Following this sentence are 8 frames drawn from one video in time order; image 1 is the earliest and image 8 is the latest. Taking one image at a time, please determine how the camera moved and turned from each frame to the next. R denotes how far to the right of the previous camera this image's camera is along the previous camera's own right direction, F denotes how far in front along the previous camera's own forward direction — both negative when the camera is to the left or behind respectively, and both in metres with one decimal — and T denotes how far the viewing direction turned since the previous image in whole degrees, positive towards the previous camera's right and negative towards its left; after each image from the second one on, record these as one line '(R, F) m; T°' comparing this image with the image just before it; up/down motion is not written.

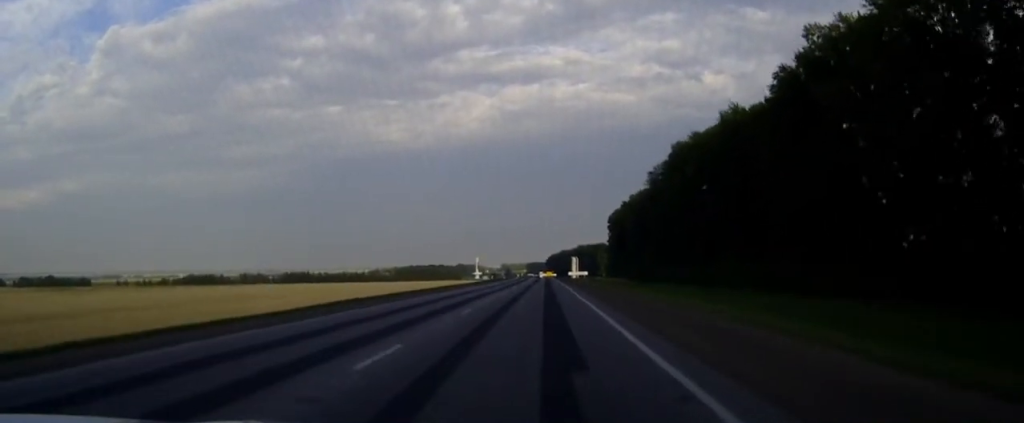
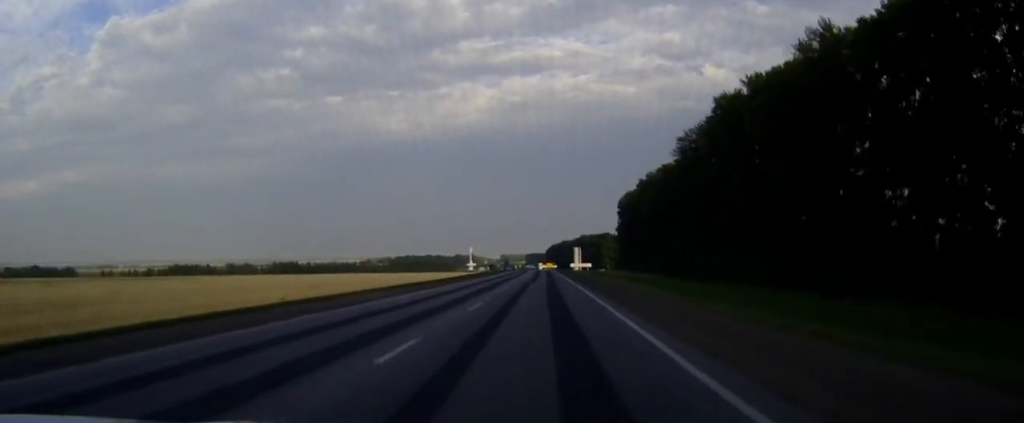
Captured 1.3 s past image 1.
(-0.1, +36.0) m; -1°
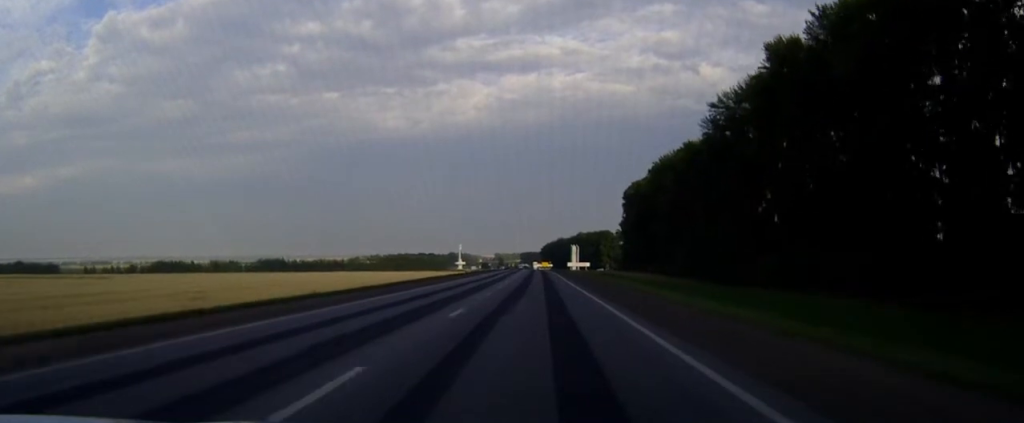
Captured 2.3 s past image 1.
(-0.4, +30.5) m; -1°
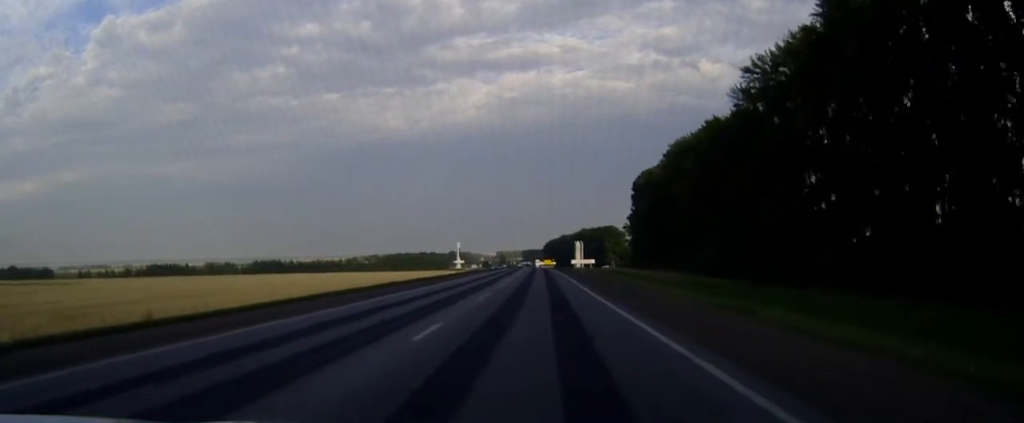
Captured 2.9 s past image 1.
(-0.1, +20.4) m; 0°
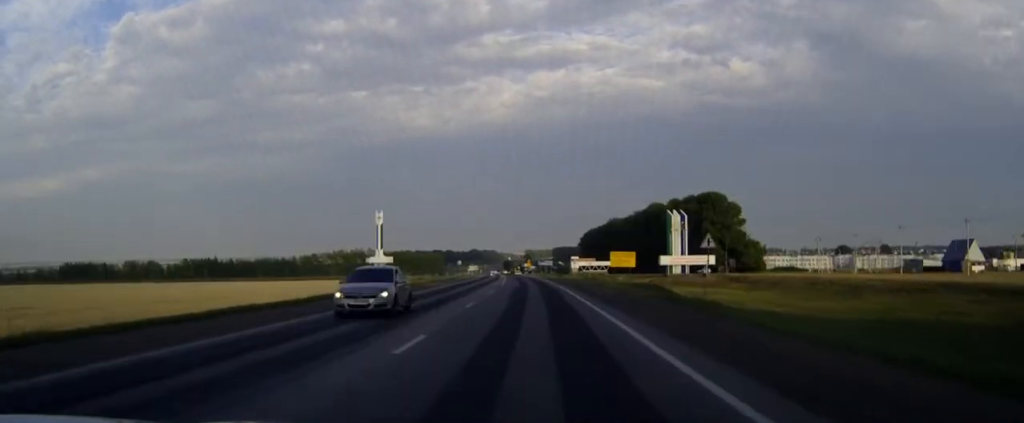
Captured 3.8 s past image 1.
(0.0, +30.3) m; 0°
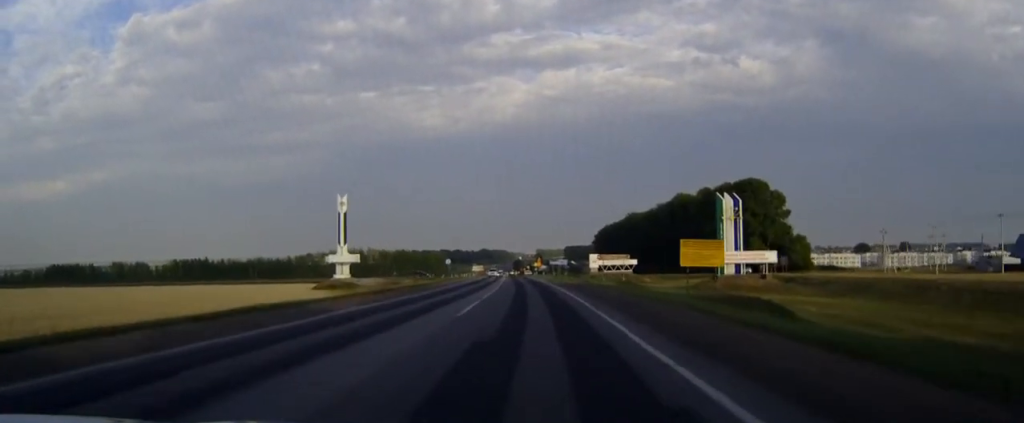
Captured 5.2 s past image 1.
(0.0, +49.0) m; 0°
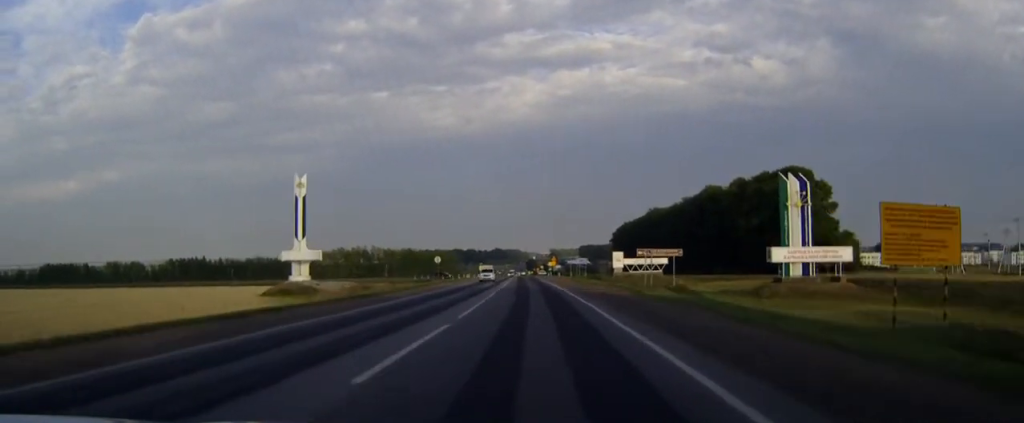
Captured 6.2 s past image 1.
(0.0, +38.9) m; 0°
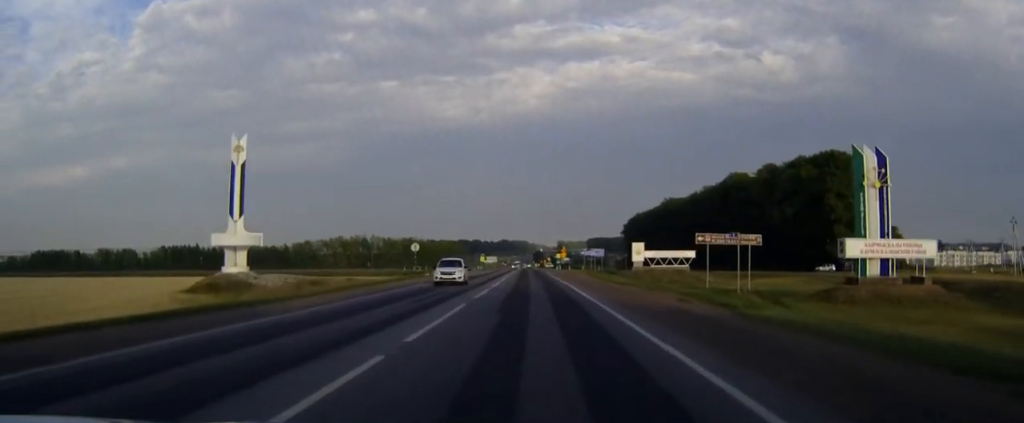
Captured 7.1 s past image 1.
(0.0, +33.9) m; 0°
